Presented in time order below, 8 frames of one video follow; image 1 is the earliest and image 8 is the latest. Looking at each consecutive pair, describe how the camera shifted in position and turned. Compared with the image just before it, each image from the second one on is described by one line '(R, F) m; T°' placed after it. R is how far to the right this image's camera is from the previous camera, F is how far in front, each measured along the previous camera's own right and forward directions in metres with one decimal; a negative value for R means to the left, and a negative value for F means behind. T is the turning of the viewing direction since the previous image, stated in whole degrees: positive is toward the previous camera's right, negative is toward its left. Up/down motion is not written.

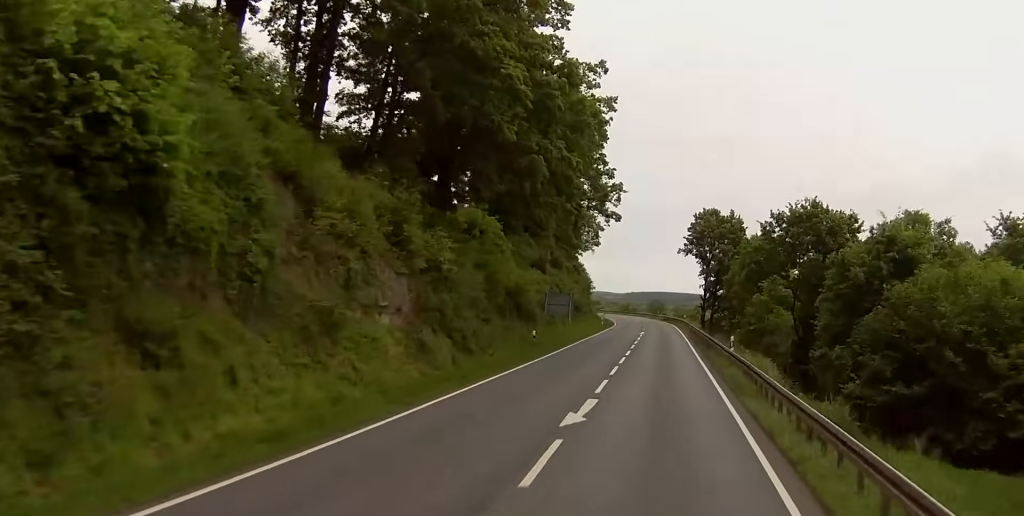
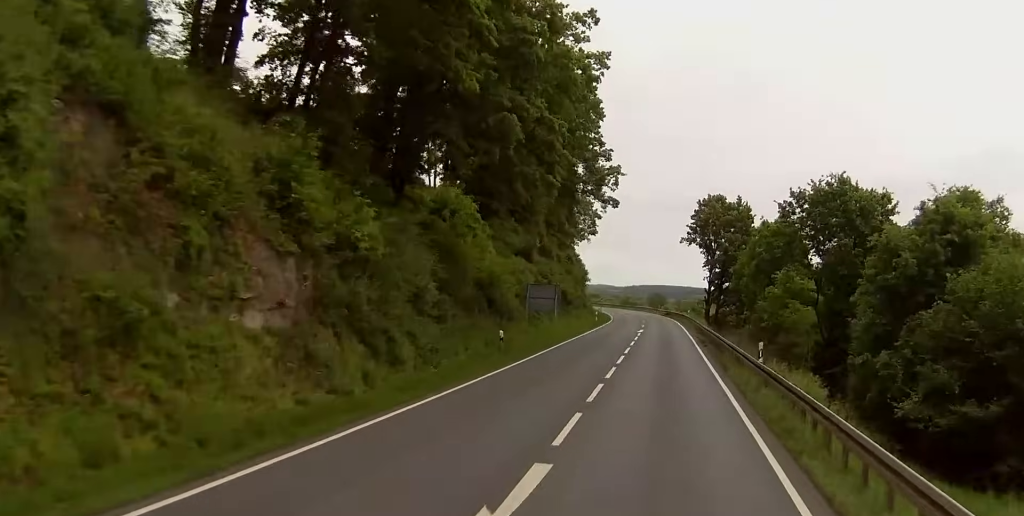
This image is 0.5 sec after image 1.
(-0.1, +10.5) m; 0°
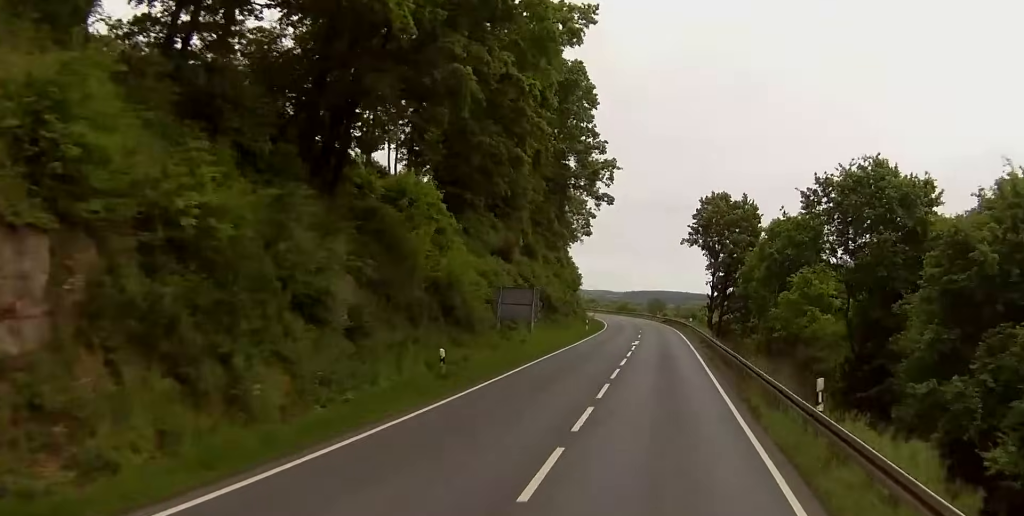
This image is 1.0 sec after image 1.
(-0.2, +10.2) m; 0°
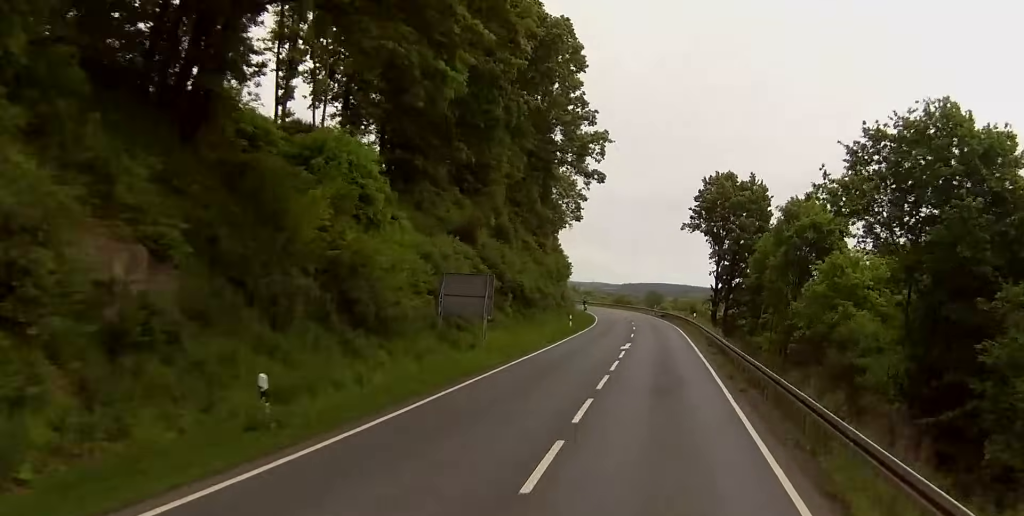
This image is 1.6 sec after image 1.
(+0.1, +12.3) m; +1°
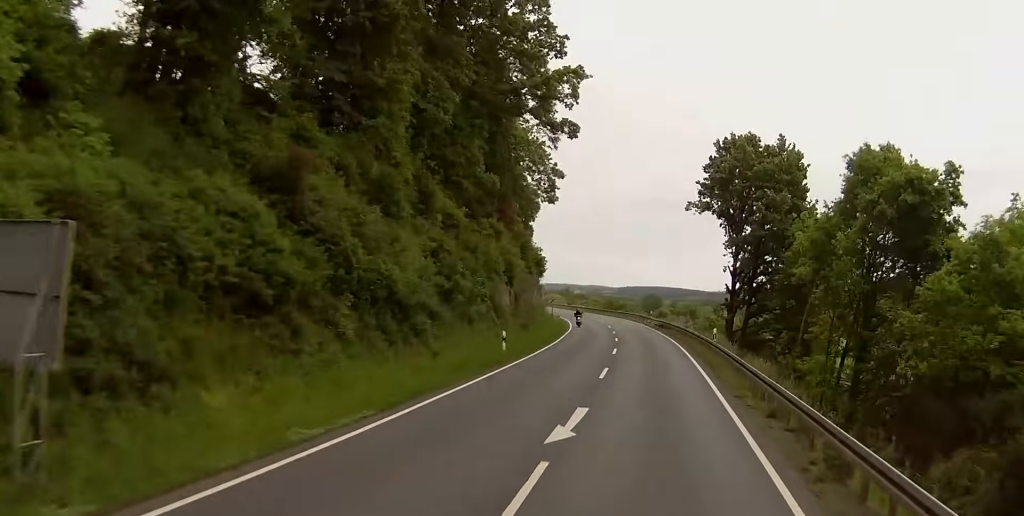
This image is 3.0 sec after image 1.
(+0.2, +25.6) m; -1°
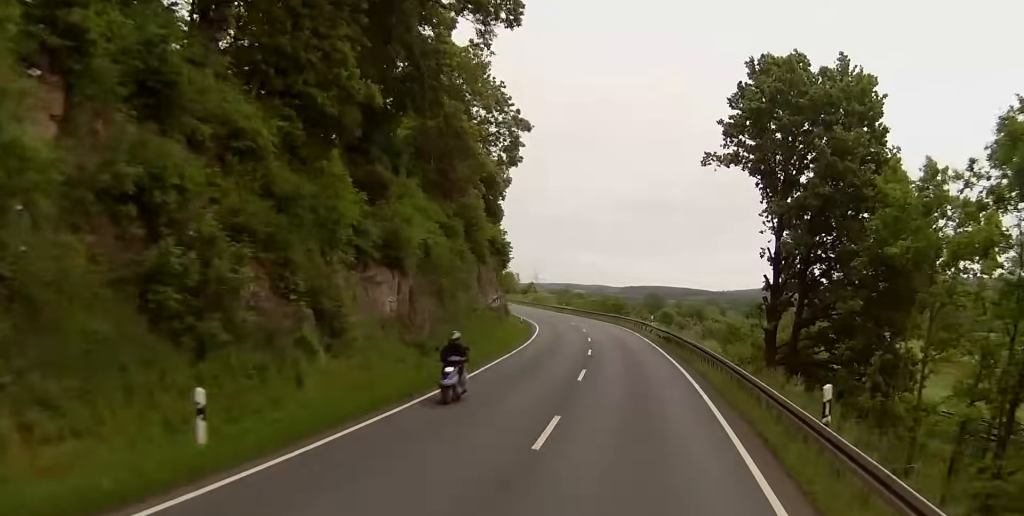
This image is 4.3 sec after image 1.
(-0.5, +24.5) m; -2°
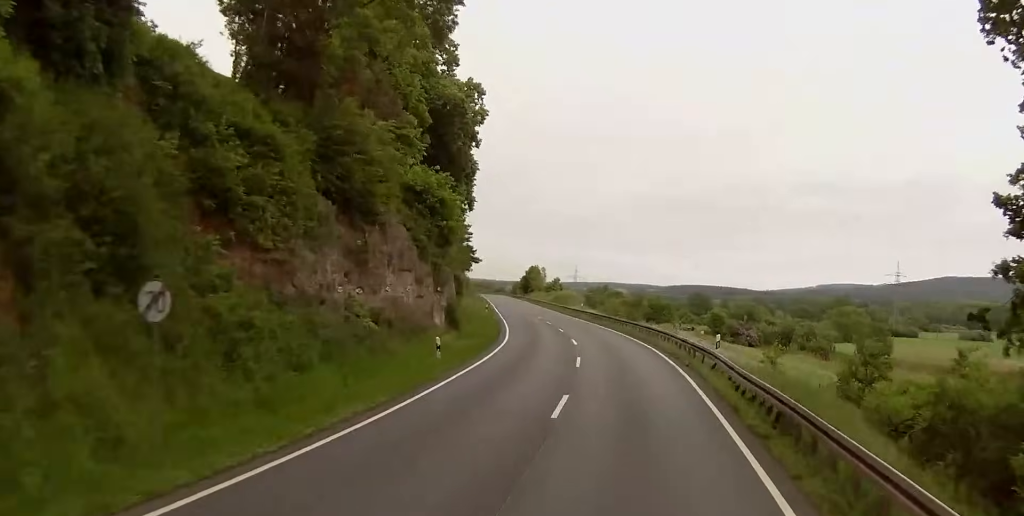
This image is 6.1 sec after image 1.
(-0.7, +31.9) m; -4°
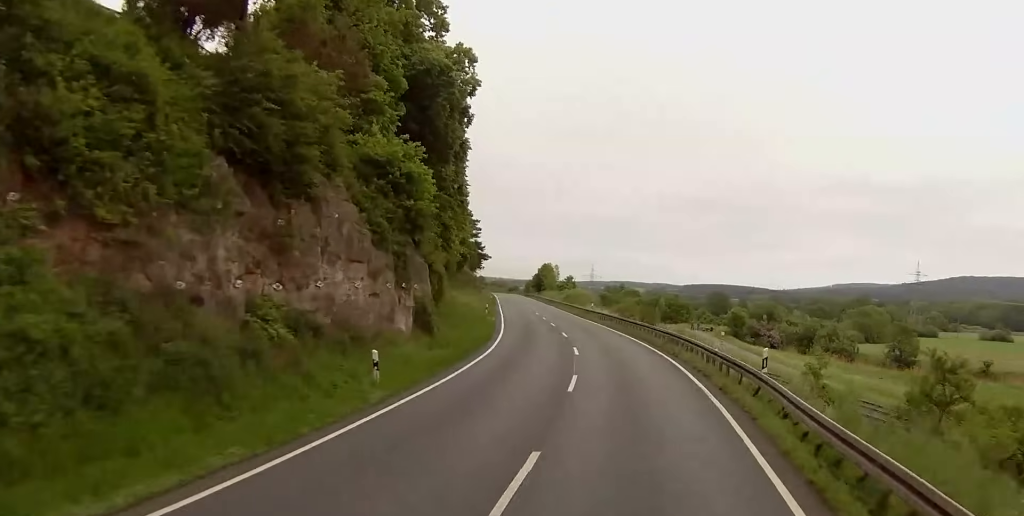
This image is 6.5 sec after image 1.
(-0.2, +8.0) m; -1°
